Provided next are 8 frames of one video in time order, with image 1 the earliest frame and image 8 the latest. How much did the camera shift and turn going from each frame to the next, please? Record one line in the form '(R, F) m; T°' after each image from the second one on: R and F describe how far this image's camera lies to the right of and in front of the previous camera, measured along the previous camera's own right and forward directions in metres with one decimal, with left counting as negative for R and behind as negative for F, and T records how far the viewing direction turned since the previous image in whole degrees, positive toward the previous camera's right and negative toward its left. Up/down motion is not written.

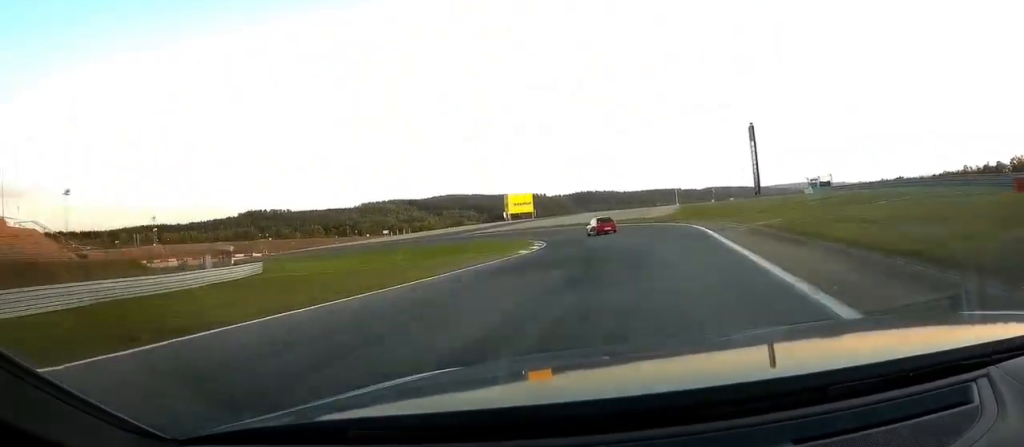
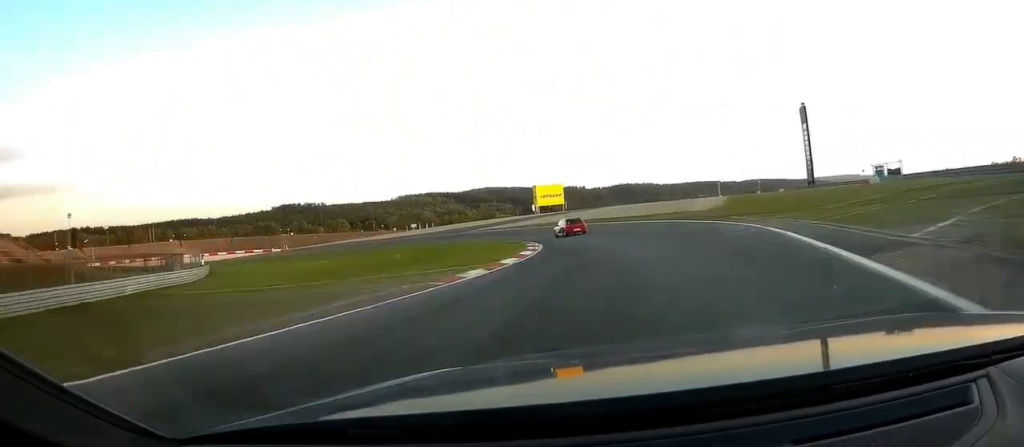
(-0.1, +12.3) m; -5°
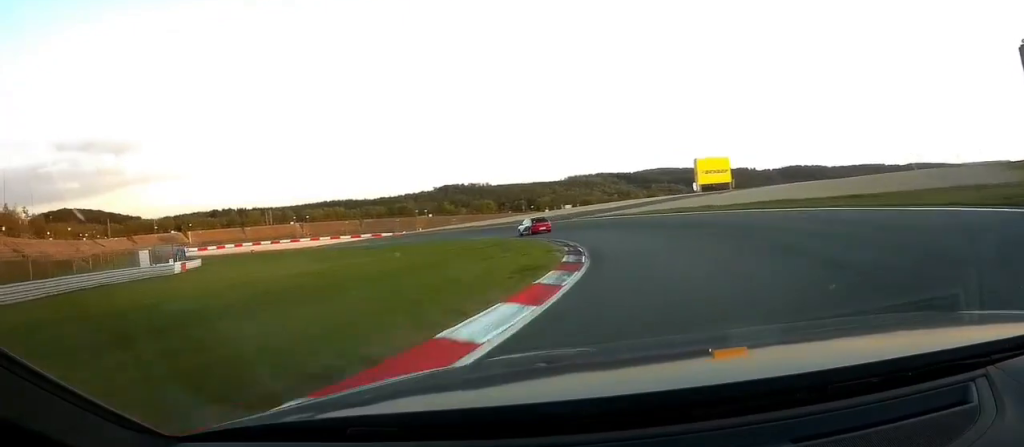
(-2.9, +24.4) m; -19°
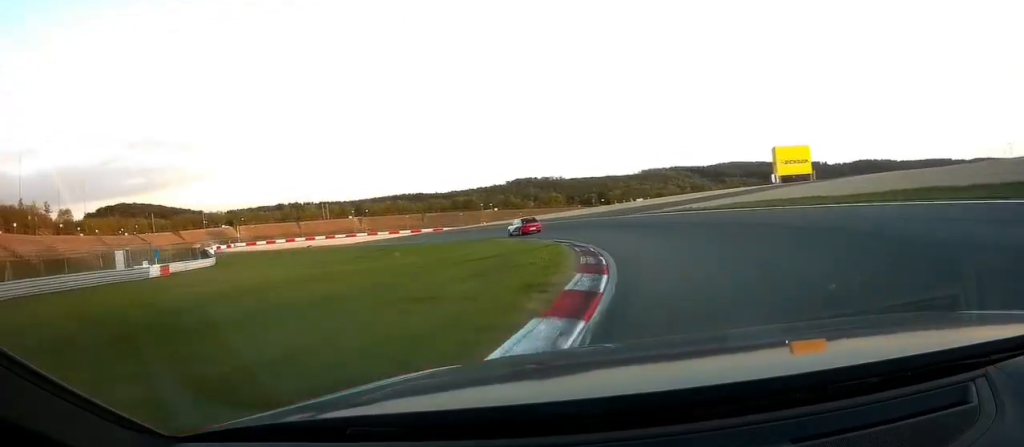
(-0.3, +8.3) m; -9°
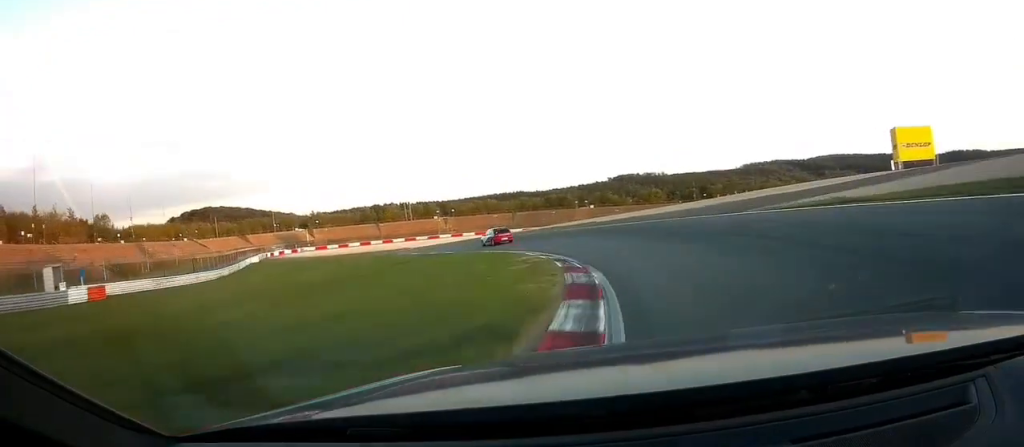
(-1.4, +11.8) m; -10°
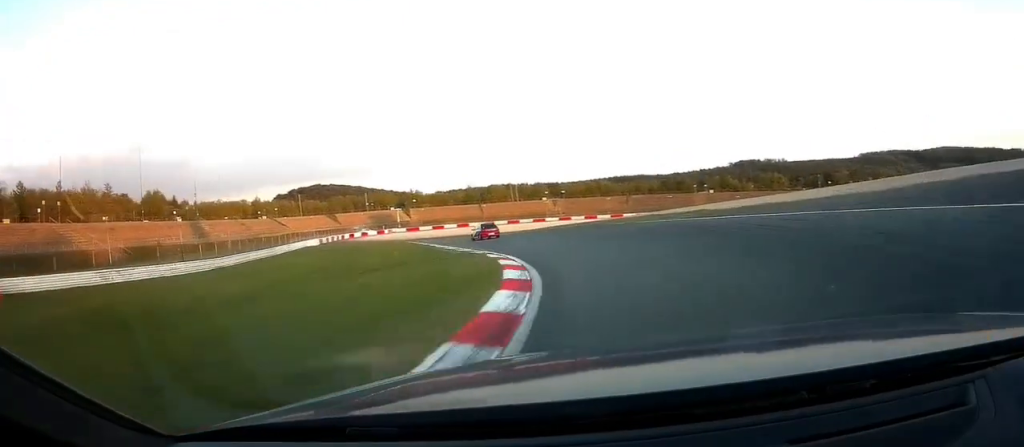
(-1.1, +12.8) m; -10°
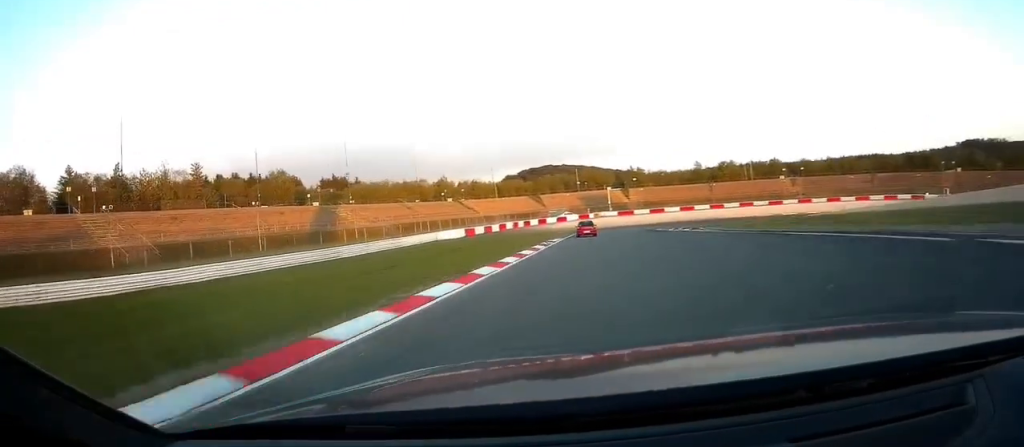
(-3.6, +24.8) m; -14°
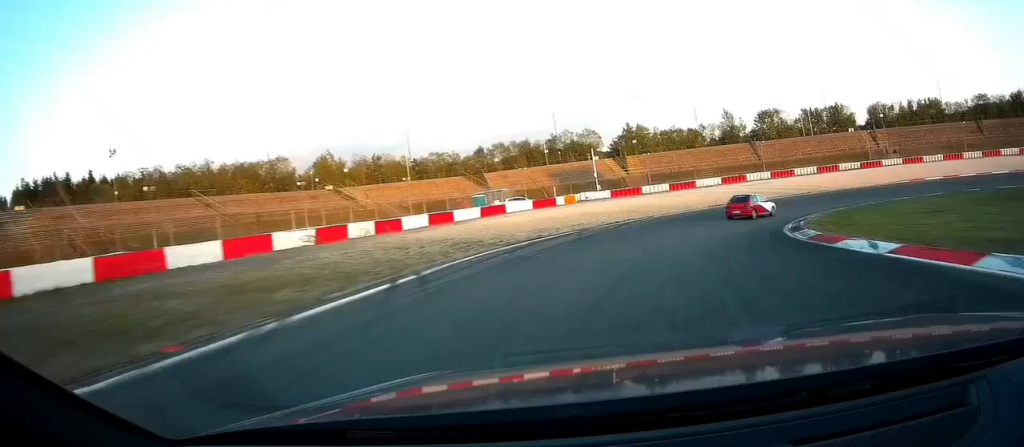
(-3.6, +55.8) m; +6°
